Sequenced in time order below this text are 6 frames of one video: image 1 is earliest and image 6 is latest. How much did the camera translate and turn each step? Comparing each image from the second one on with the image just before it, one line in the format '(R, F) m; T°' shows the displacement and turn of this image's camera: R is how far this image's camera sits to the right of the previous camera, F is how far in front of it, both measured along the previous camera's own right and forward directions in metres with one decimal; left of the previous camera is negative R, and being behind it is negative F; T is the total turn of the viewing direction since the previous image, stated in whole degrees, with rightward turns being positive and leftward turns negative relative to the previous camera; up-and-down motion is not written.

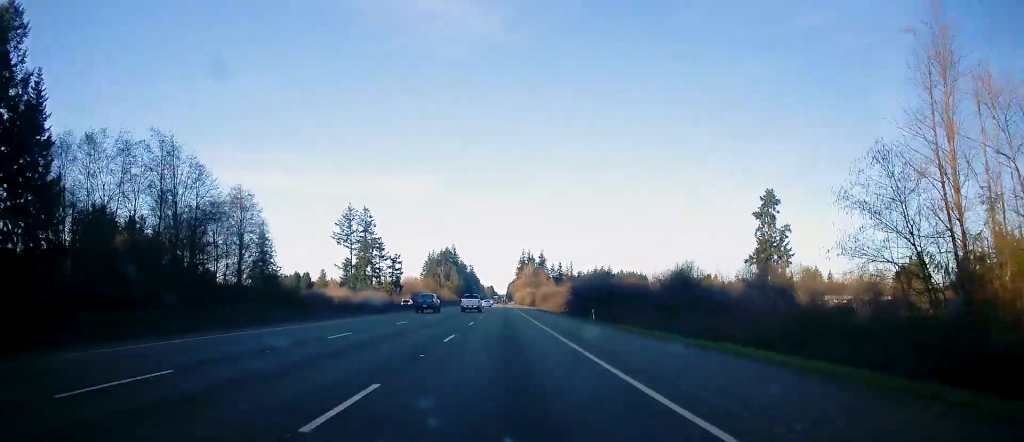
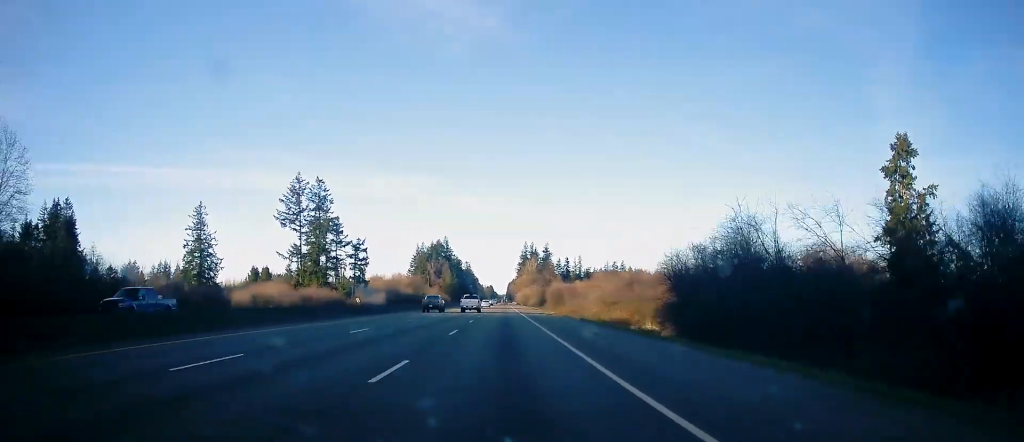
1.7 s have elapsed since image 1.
(+0.2, +57.8) m; +1°
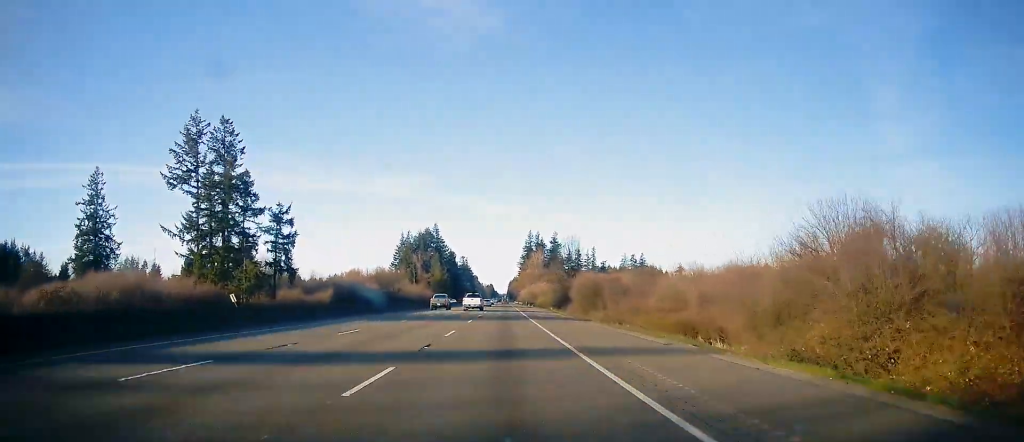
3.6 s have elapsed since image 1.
(-0.9, +62.2) m; -1°
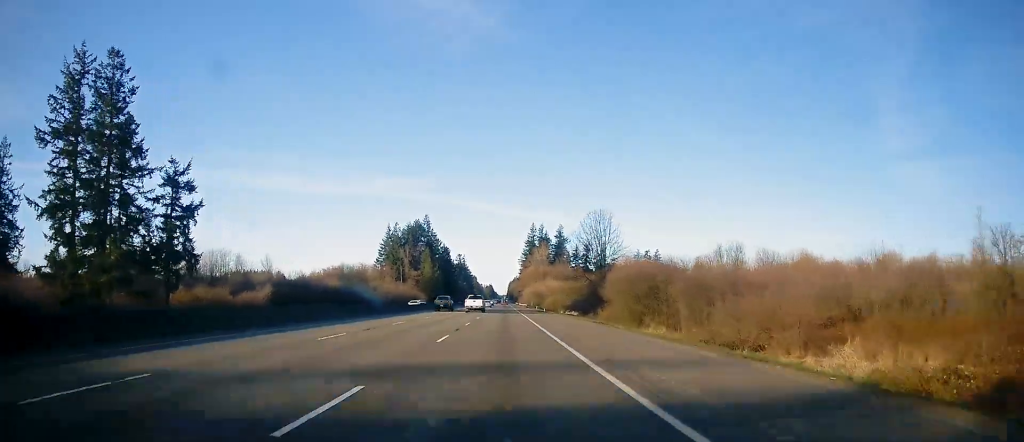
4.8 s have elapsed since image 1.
(+0.1, +38.8) m; +1°
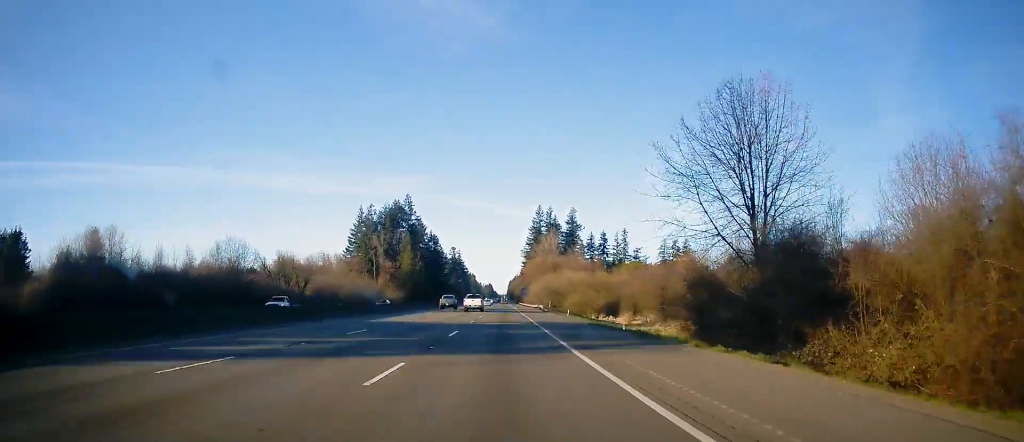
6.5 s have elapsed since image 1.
(0.0, +57.8) m; -1°
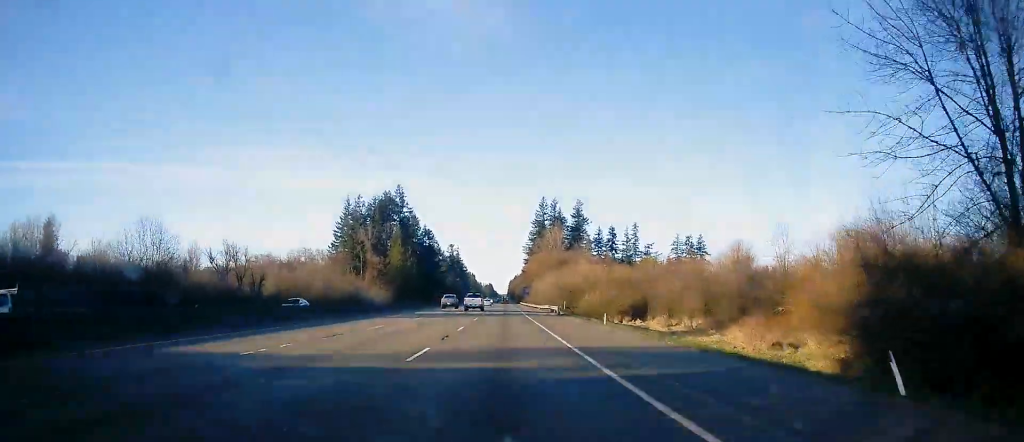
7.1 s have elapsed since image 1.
(0.0, +21.1) m; 0°
